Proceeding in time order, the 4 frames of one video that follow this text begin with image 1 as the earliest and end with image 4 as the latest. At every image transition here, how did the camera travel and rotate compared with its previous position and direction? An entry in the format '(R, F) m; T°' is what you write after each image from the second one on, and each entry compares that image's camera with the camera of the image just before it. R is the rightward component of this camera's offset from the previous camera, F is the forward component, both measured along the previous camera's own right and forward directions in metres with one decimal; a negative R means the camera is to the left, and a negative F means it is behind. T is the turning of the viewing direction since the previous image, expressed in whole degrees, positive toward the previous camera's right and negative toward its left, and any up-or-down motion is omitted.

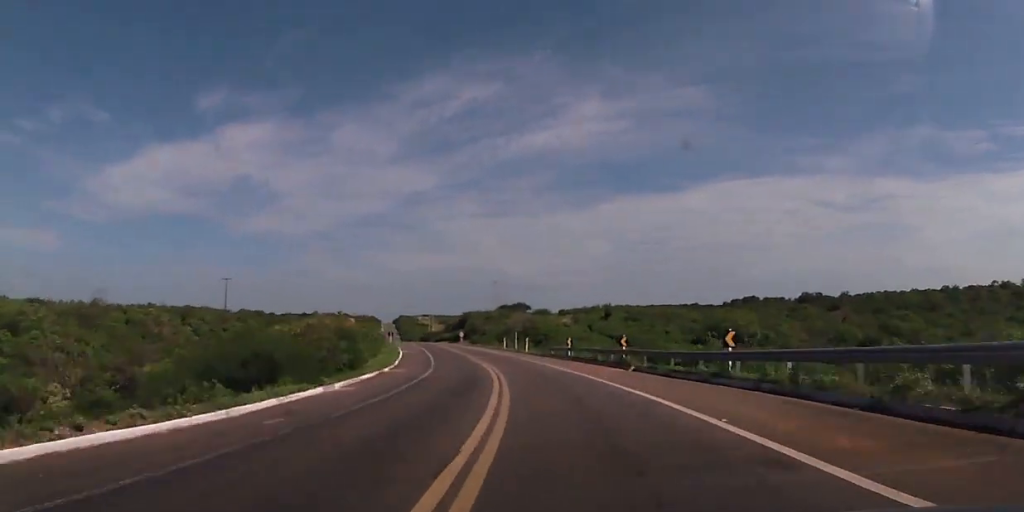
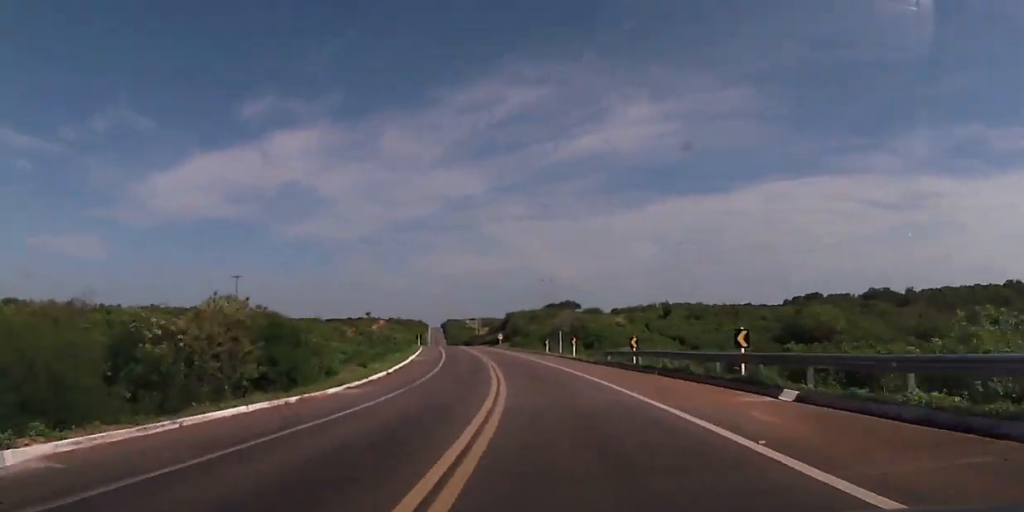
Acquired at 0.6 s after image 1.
(-0.1, +17.9) m; -4°
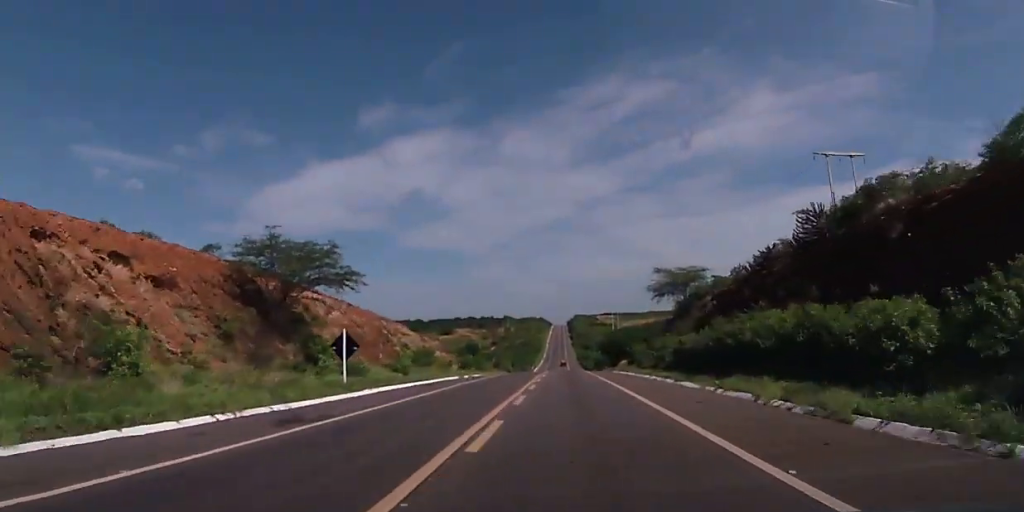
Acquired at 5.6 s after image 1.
(-36.2, +148.6) m; -18°
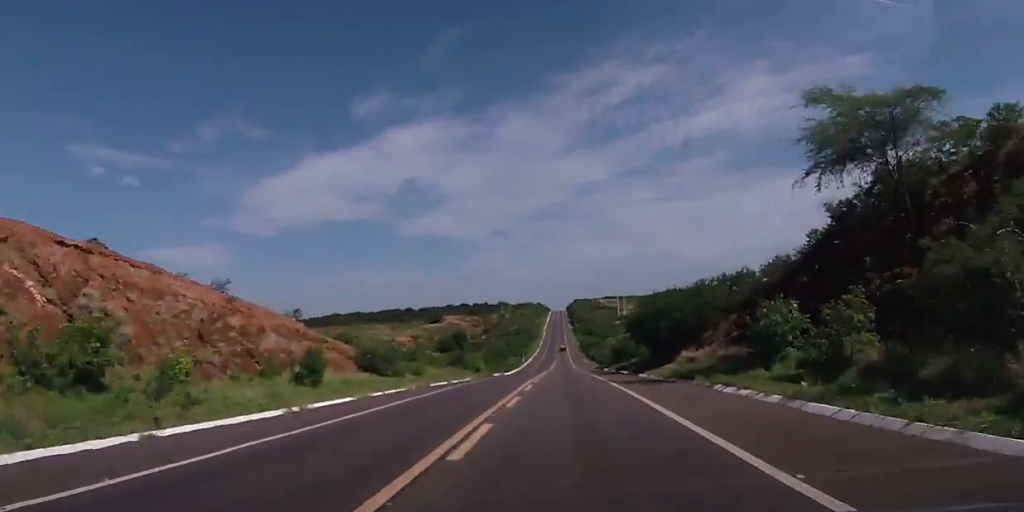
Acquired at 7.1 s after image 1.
(-0.1, +48.7) m; 0°
